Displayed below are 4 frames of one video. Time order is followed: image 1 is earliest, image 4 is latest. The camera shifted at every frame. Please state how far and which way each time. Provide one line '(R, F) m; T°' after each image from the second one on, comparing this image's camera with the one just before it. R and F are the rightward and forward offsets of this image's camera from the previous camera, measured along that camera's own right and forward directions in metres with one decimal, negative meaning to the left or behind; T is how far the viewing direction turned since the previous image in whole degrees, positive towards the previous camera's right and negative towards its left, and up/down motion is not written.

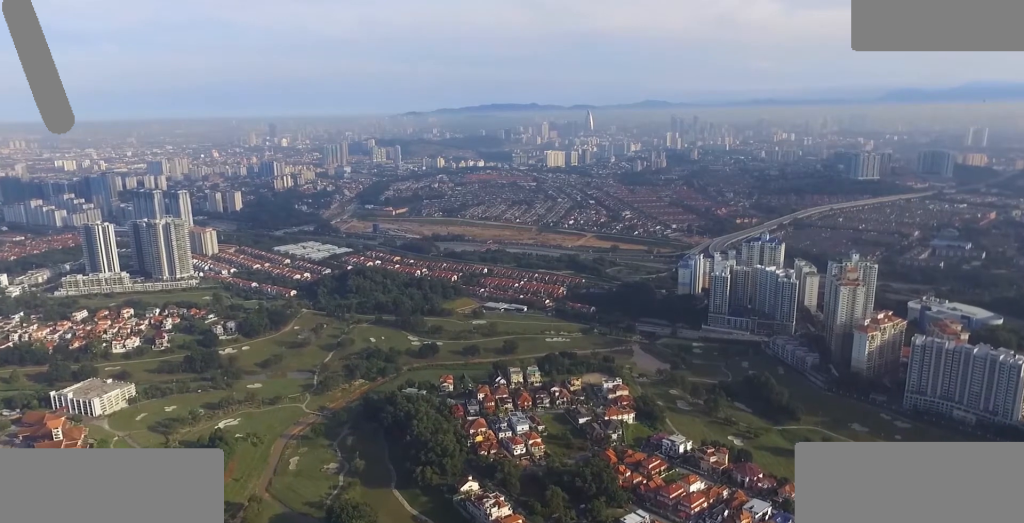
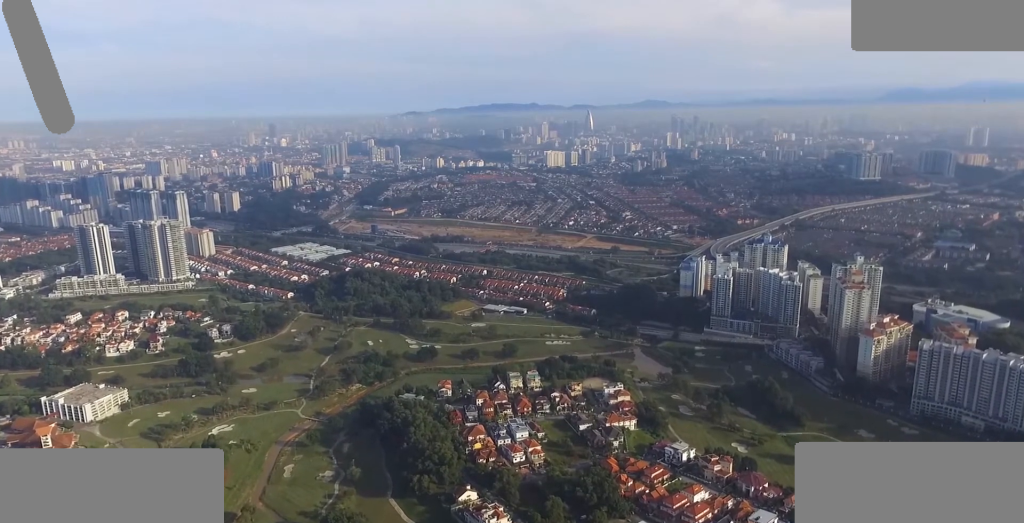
(0.0, +14.4) m; 0°
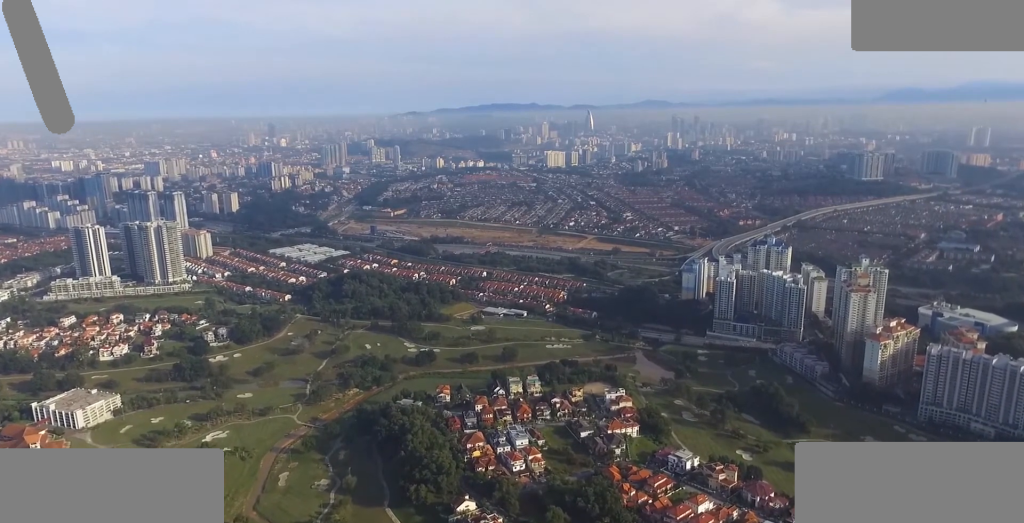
(0.0, +14.4) m; 0°
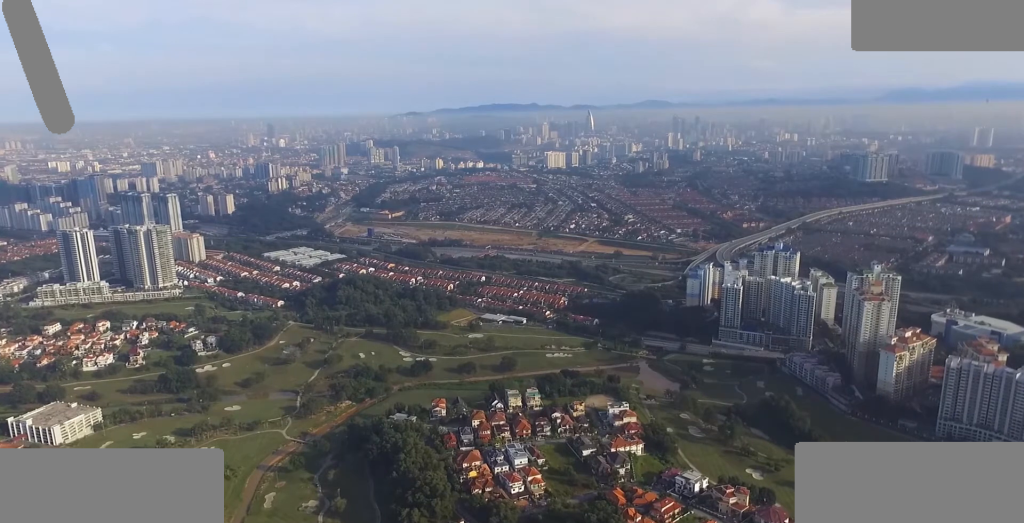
(-0.1, +33.9) m; 0°
